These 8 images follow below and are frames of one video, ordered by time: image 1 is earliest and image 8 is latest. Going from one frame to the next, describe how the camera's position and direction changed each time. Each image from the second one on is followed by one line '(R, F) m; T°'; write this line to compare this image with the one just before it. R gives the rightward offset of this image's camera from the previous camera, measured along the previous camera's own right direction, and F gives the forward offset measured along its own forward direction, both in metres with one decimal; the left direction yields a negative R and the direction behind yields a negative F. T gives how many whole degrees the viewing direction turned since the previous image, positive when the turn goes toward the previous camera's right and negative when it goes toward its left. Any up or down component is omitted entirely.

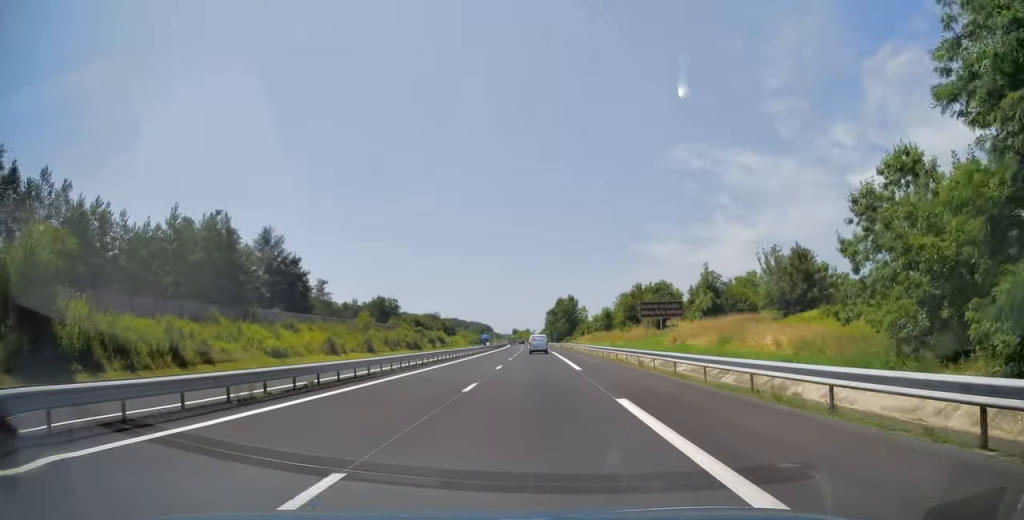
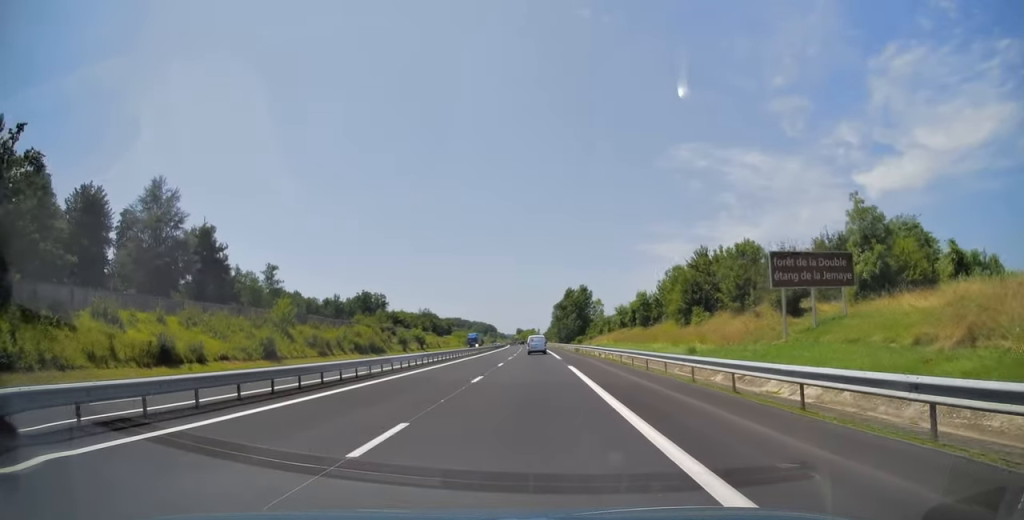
(-0.3, +35.1) m; -1°
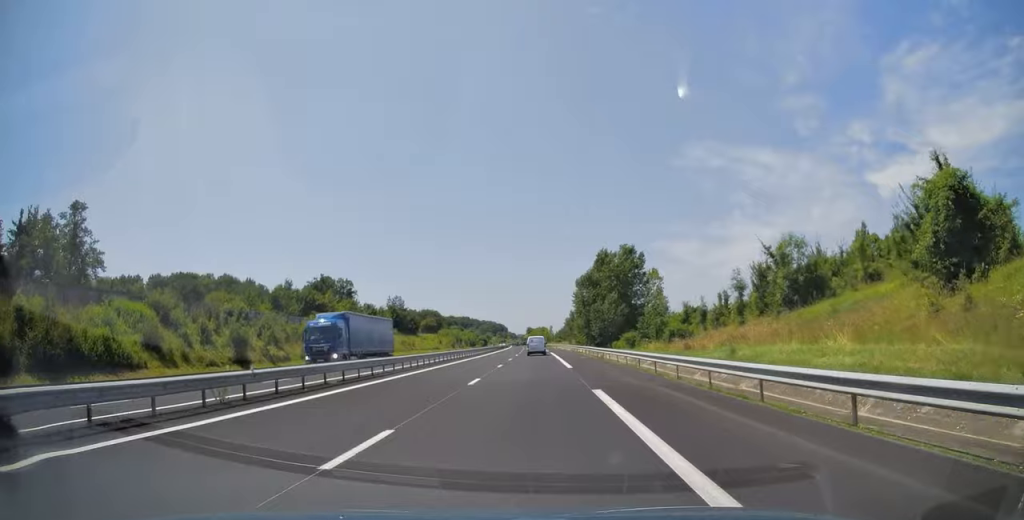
(-0.5, +65.8) m; -1°
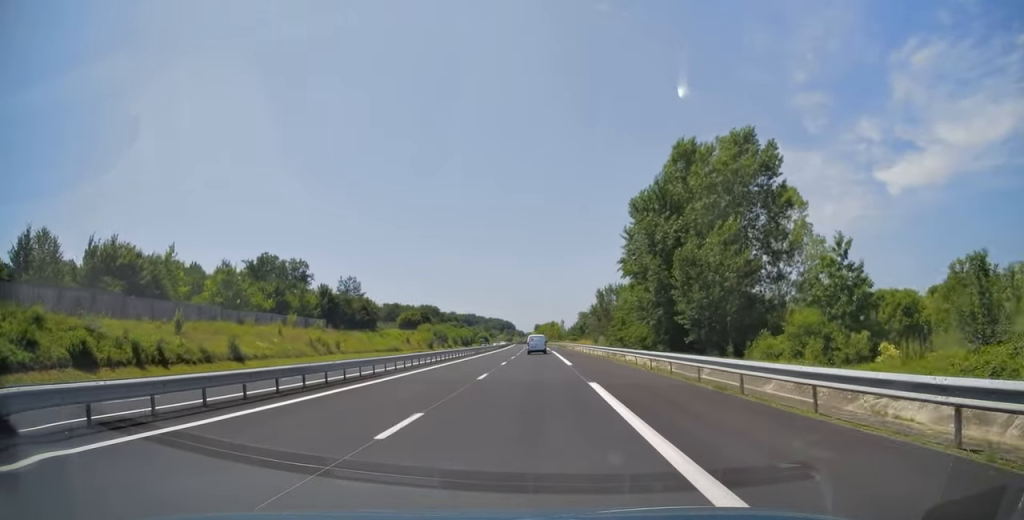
(-0.4, +50.0) m; -1°
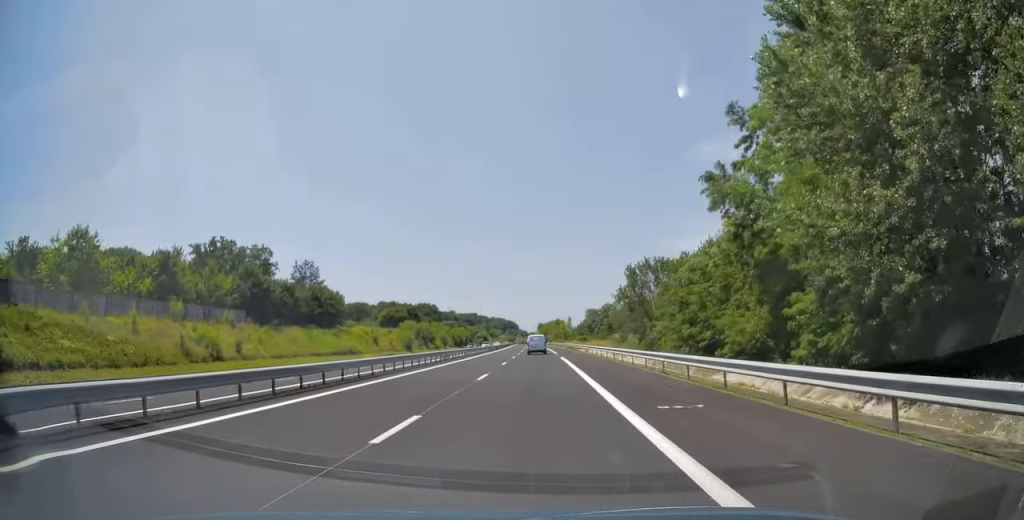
(-0.2, +26.4) m; -1°
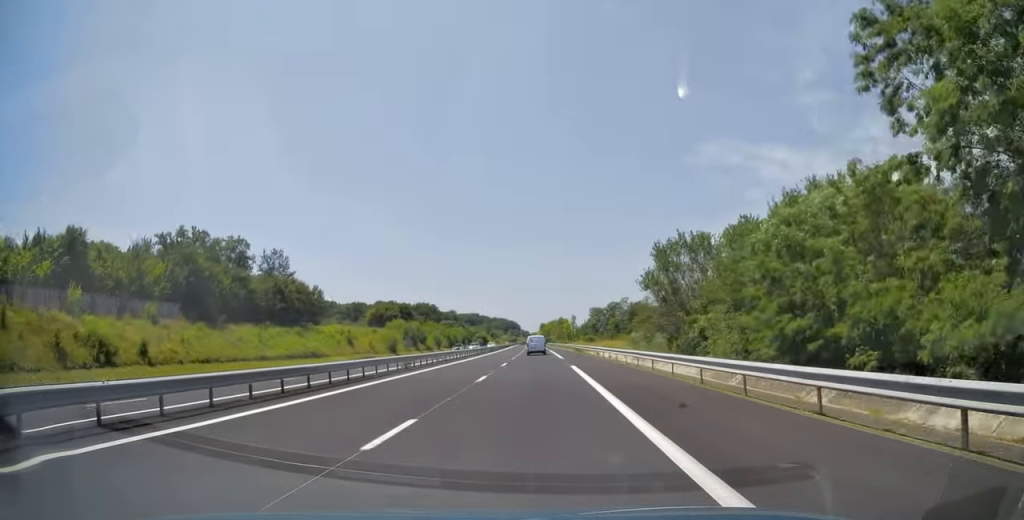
(0.0, +13.5) m; 0°
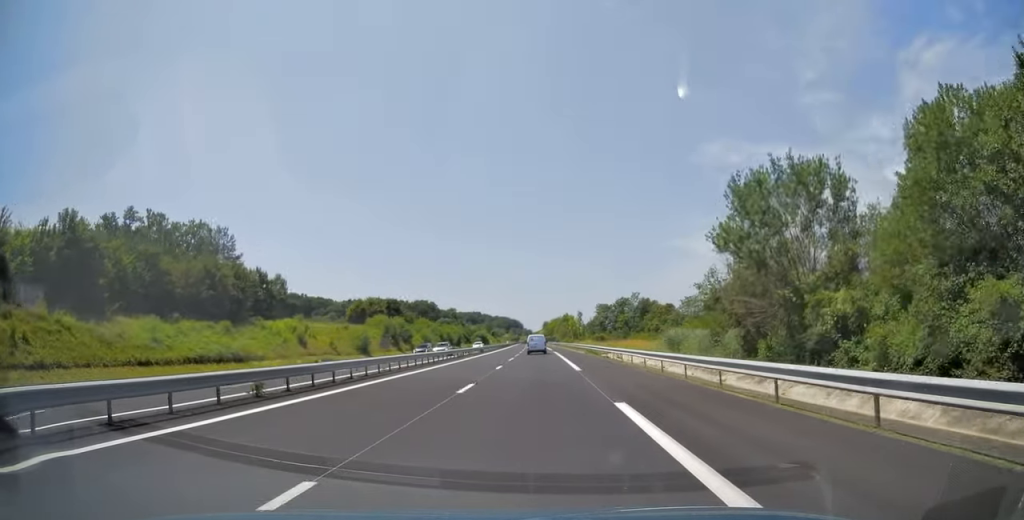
(0.0, +17.8) m; 0°
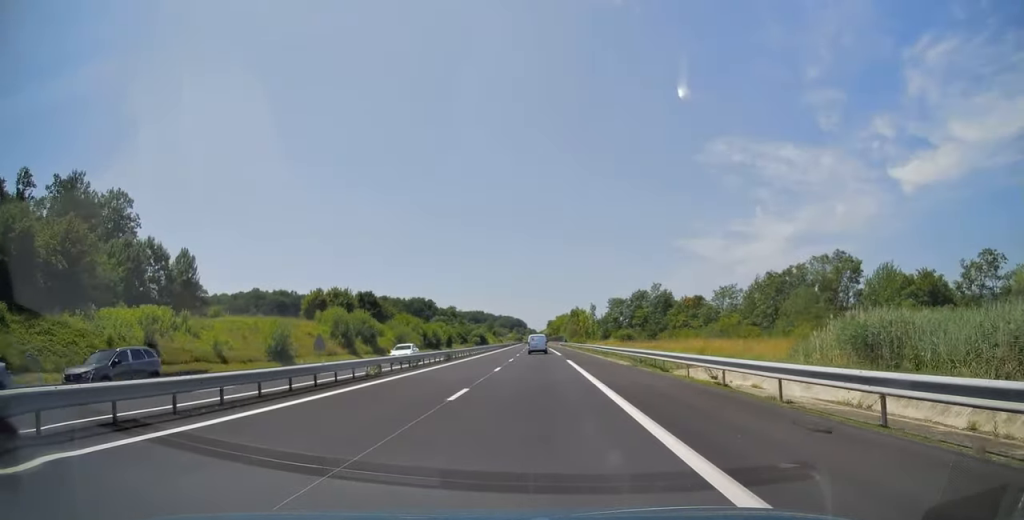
(0.0, +28.0) m; -1°
